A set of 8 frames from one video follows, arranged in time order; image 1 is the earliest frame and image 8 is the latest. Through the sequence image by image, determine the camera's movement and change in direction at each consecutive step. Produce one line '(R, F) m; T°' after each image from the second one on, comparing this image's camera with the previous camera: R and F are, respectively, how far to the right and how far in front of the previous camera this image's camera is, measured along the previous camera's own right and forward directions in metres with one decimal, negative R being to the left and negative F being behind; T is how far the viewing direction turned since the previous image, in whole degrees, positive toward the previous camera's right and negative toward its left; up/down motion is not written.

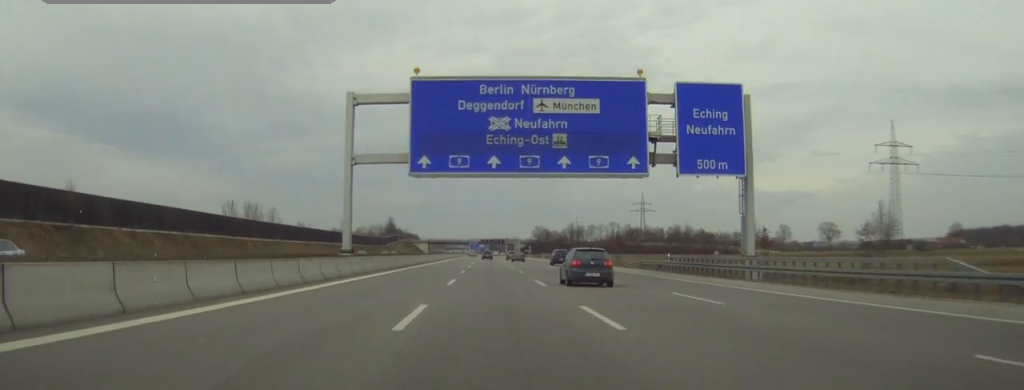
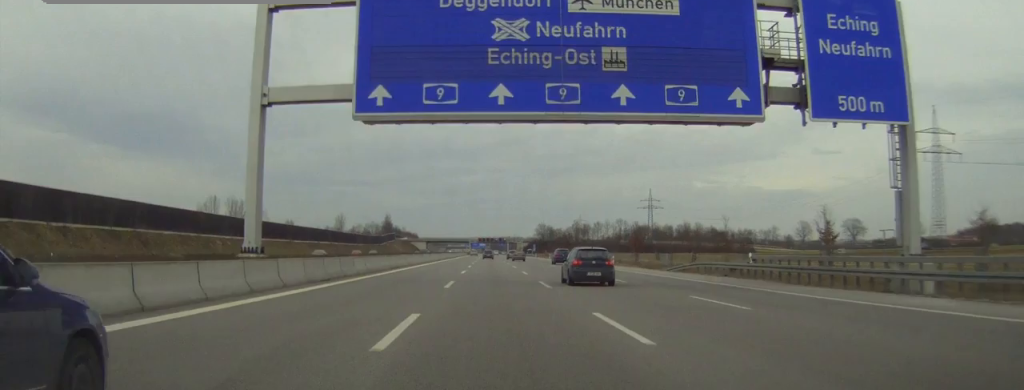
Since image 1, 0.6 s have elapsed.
(-0.1, +20.6) m; 0°
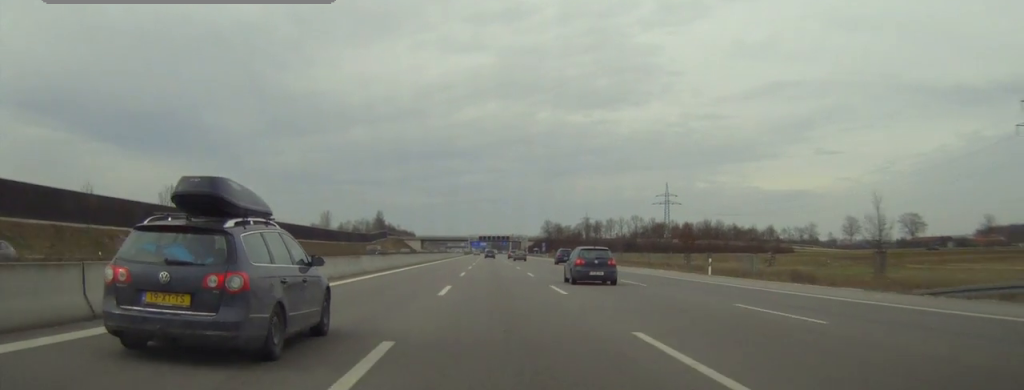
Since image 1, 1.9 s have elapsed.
(+0.5, +41.0) m; +2°
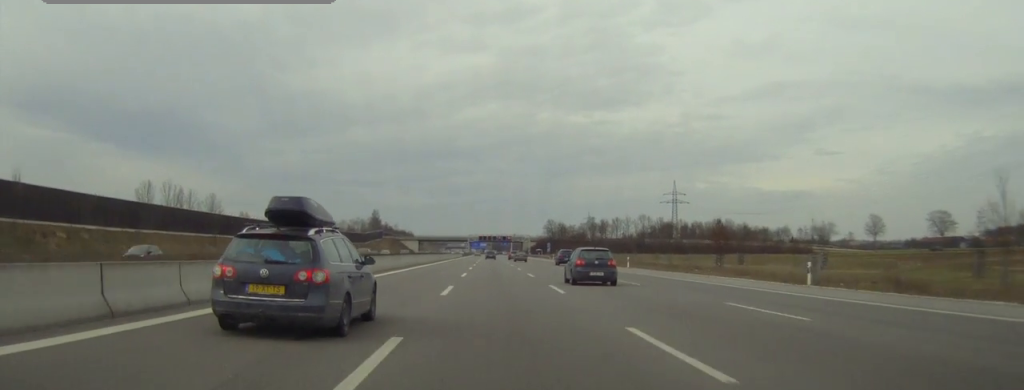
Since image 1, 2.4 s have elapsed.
(+0.3, +16.5) m; 0°
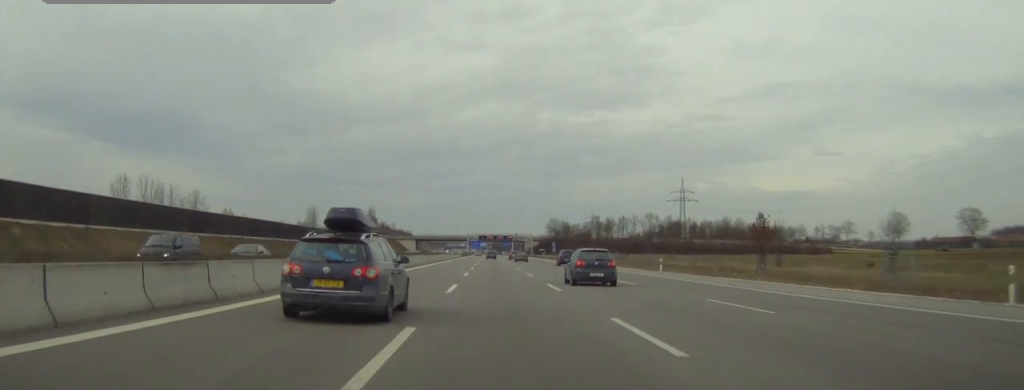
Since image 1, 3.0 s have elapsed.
(+0.1, +16.5) m; 0°
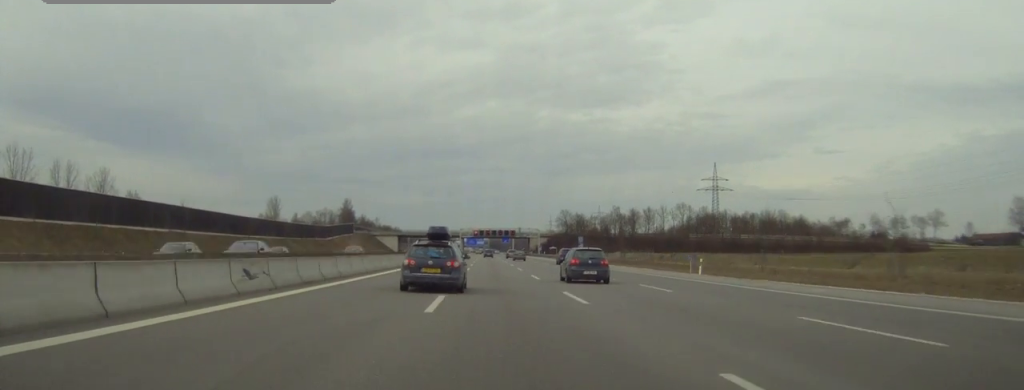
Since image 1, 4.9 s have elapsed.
(-0.8, +60.3) m; -1°
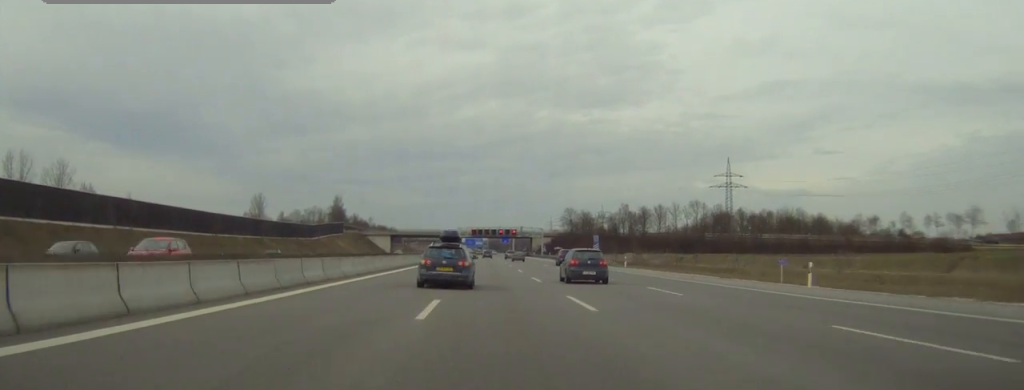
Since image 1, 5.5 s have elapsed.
(-0.1, +20.1) m; 0°
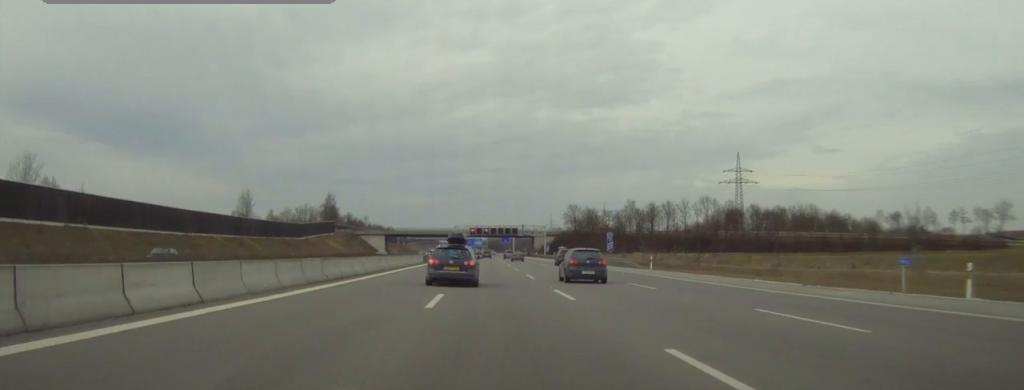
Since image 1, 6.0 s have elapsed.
(0.0, +13.9) m; 0°
